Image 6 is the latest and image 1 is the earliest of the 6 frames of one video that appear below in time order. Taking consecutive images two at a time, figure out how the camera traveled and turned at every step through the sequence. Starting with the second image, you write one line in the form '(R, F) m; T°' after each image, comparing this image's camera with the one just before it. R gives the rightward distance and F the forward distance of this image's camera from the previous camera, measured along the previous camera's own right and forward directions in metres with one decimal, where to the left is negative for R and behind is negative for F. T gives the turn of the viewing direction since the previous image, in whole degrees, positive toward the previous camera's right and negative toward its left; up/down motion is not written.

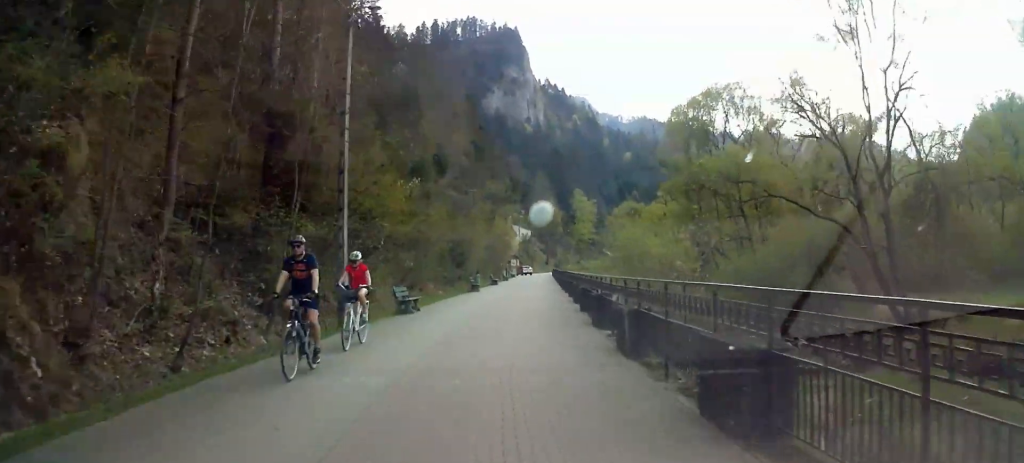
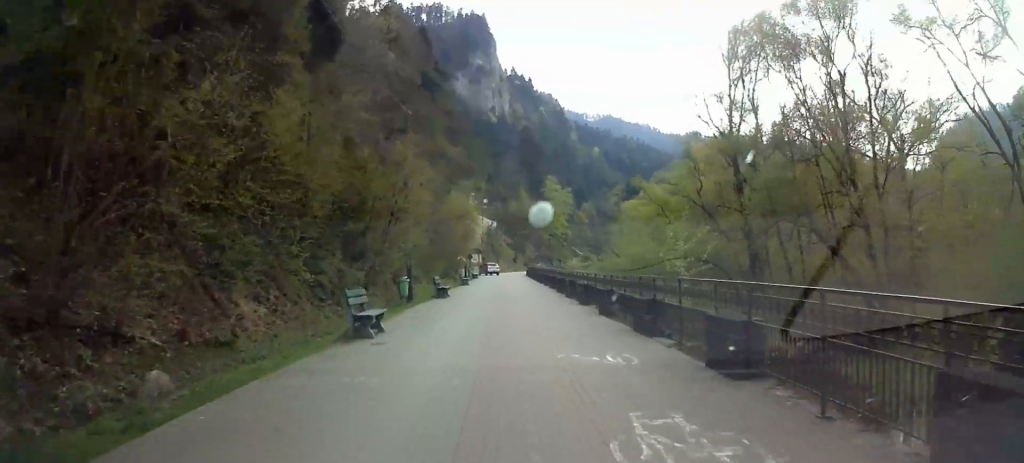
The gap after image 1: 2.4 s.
(+0.1, +24.7) m; 0°
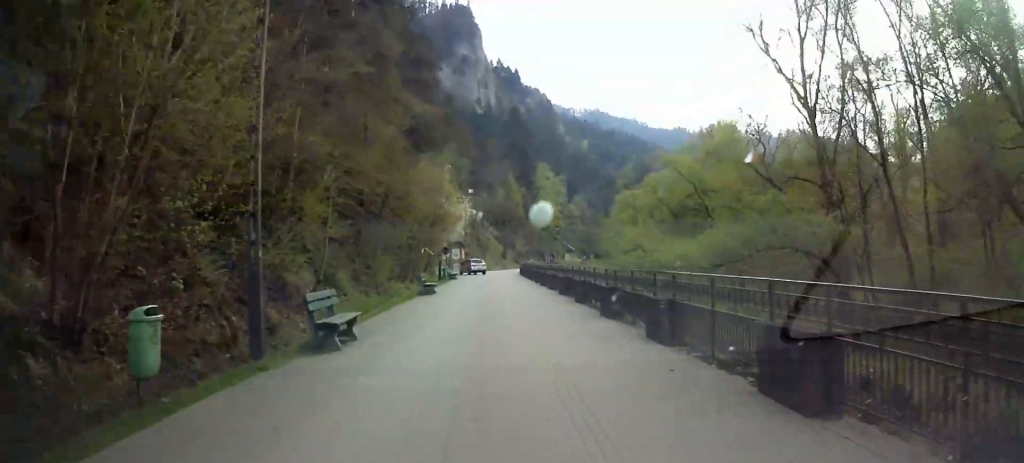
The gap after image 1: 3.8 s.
(0.0, +15.7) m; 0°
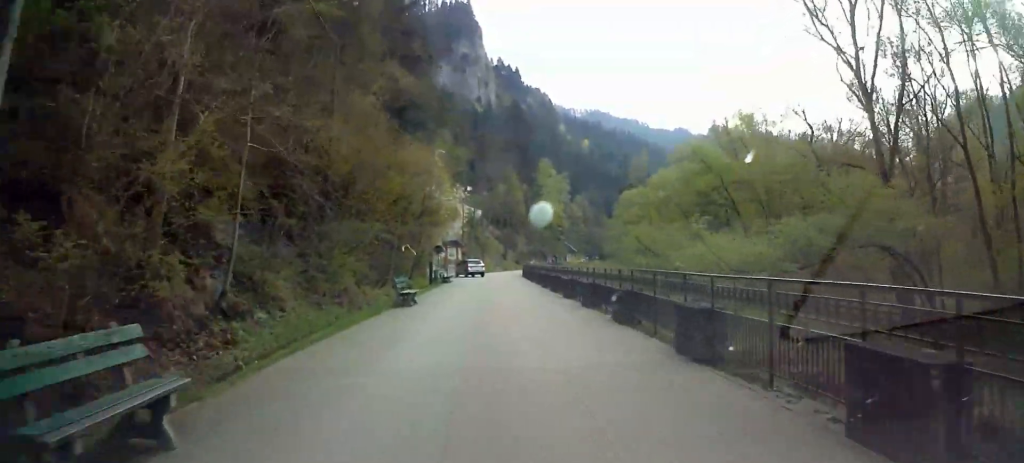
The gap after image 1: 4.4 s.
(0.0, +6.6) m; 0°
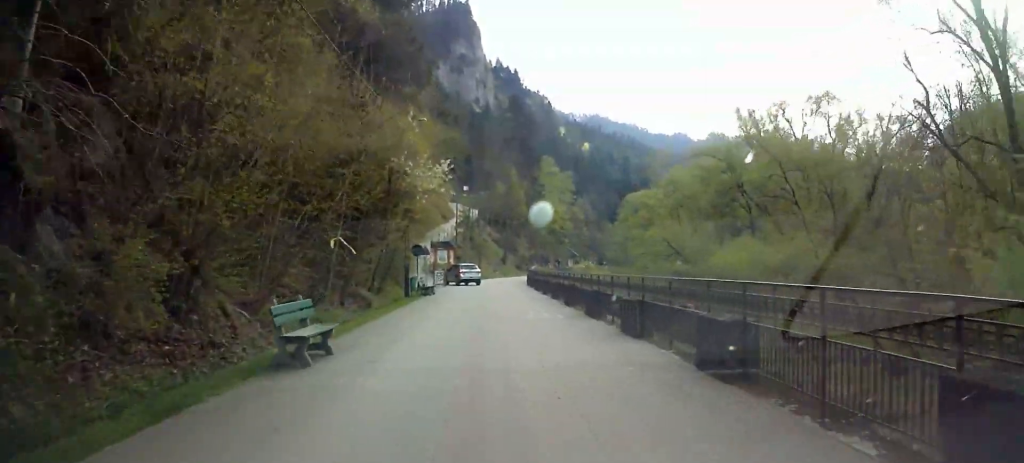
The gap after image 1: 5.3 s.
(0.0, +10.9) m; 0°
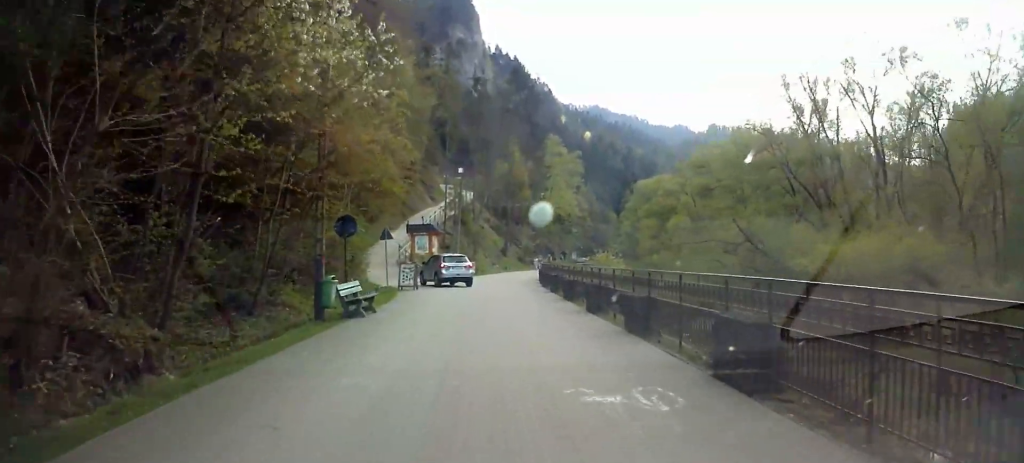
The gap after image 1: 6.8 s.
(+0.1, +15.7) m; +1°
